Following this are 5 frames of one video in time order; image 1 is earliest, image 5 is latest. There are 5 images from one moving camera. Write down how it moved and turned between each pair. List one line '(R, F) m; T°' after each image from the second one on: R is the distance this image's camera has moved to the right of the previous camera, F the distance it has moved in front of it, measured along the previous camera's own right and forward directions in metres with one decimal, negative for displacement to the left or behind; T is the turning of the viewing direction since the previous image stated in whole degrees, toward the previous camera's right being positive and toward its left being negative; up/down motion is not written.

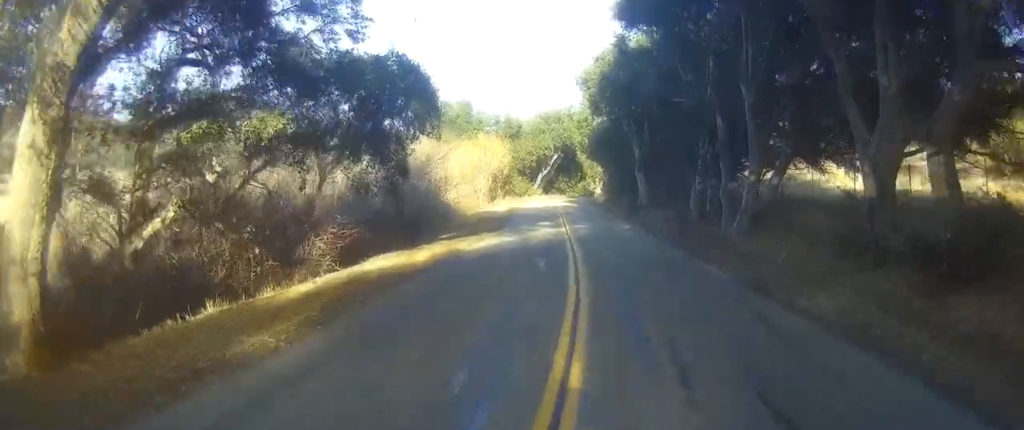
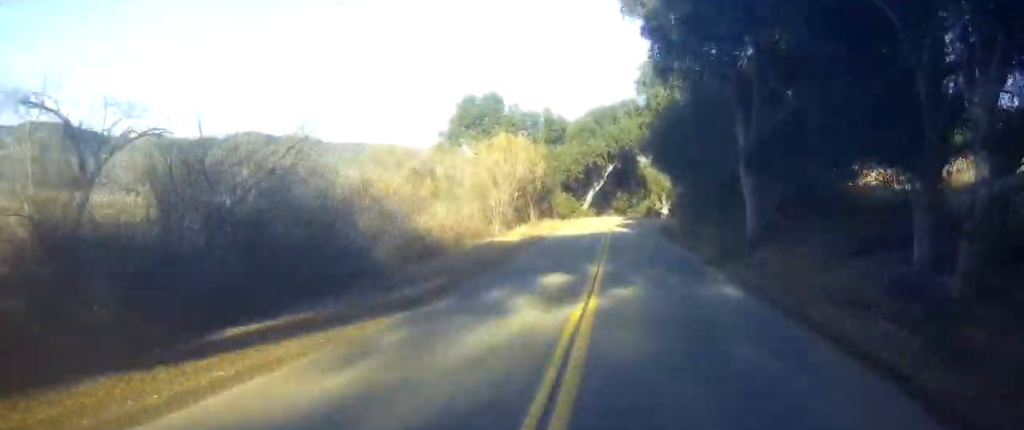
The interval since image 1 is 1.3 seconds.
(-1.9, +18.8) m; -12°
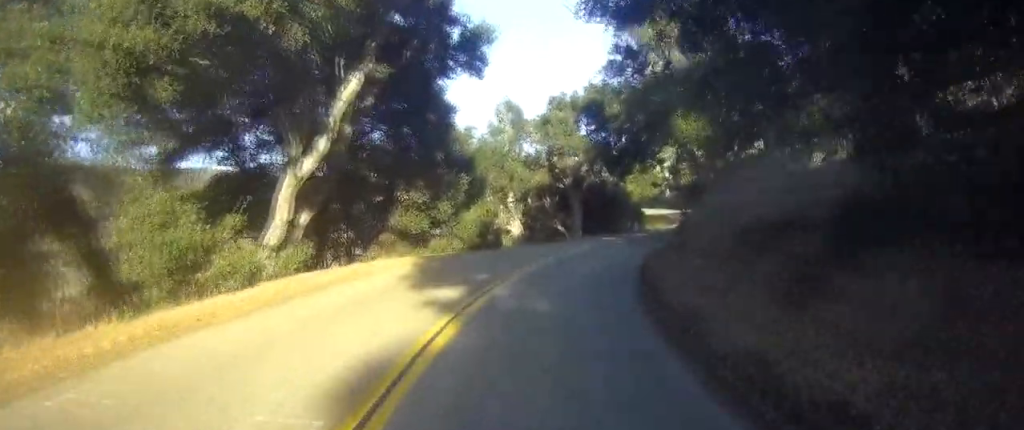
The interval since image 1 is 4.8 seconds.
(+3.5, +45.3) m; +12°
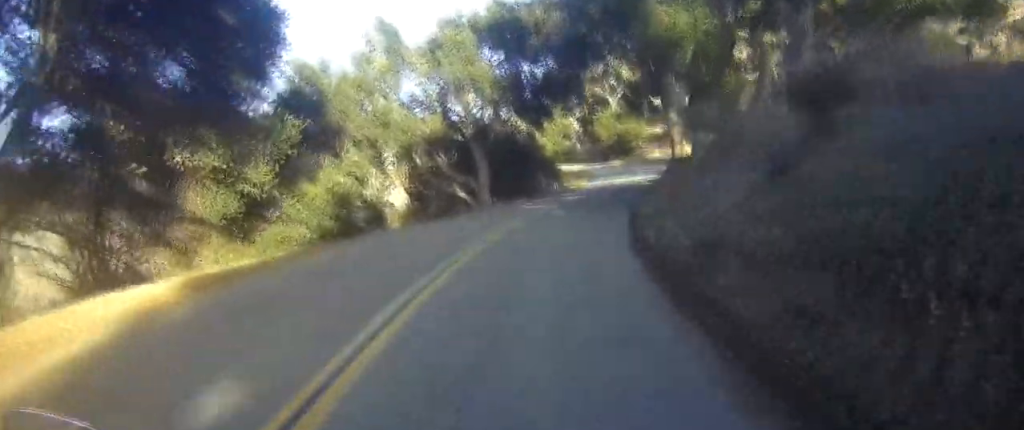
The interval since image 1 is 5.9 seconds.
(-0.2, +12.0) m; +2°
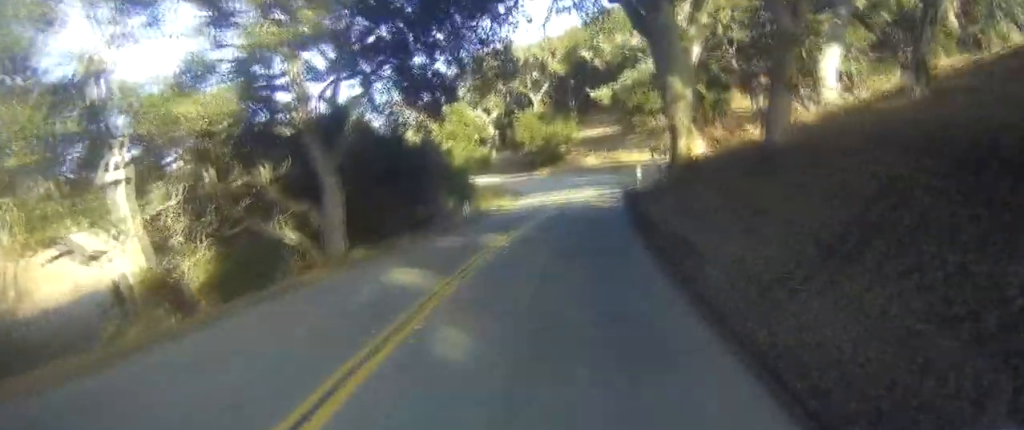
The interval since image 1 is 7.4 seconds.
(+1.3, +16.2) m; +10°
